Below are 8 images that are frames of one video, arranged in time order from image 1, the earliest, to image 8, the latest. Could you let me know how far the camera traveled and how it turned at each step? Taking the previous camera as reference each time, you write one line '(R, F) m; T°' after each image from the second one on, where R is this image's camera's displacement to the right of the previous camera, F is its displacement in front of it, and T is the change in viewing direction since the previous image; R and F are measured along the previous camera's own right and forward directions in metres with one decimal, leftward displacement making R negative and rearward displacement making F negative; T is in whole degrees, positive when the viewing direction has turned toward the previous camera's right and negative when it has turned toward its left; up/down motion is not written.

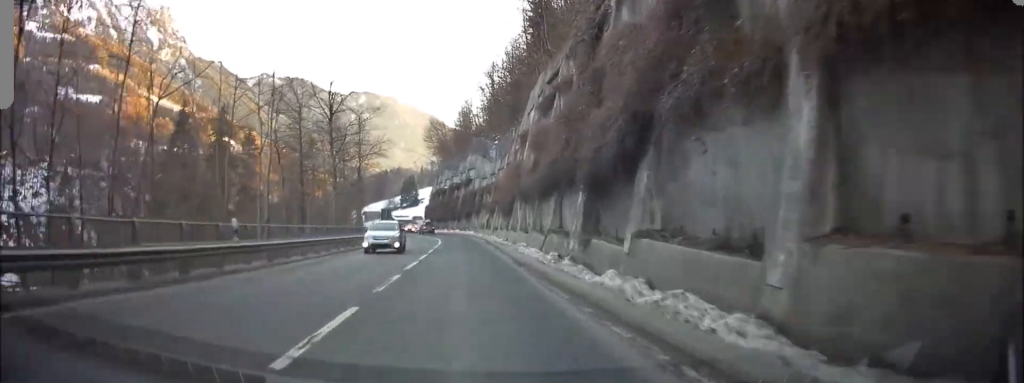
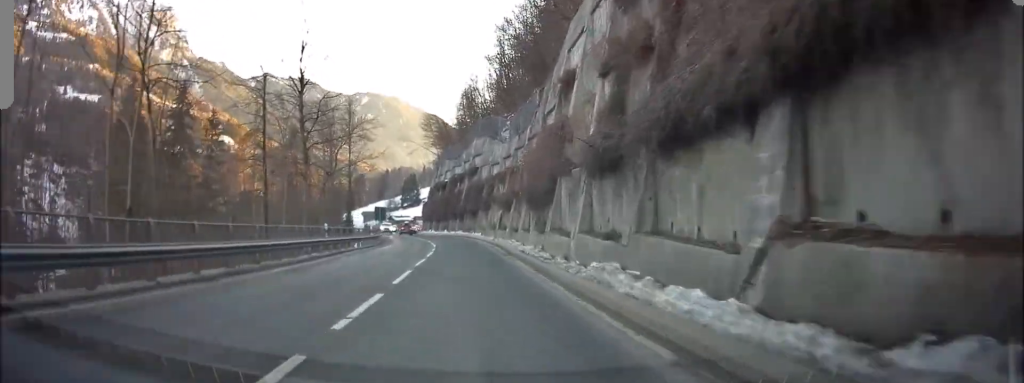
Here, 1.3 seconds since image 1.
(+0.2, +15.6) m; +1°
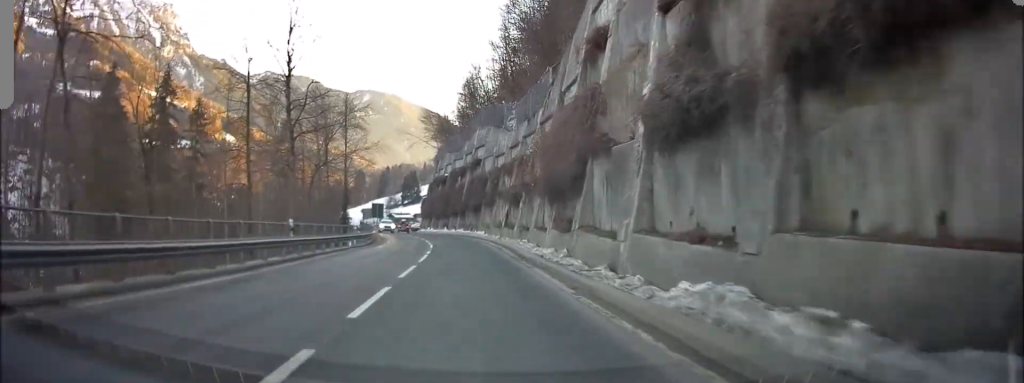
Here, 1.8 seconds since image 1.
(0.0, +5.5) m; 0°
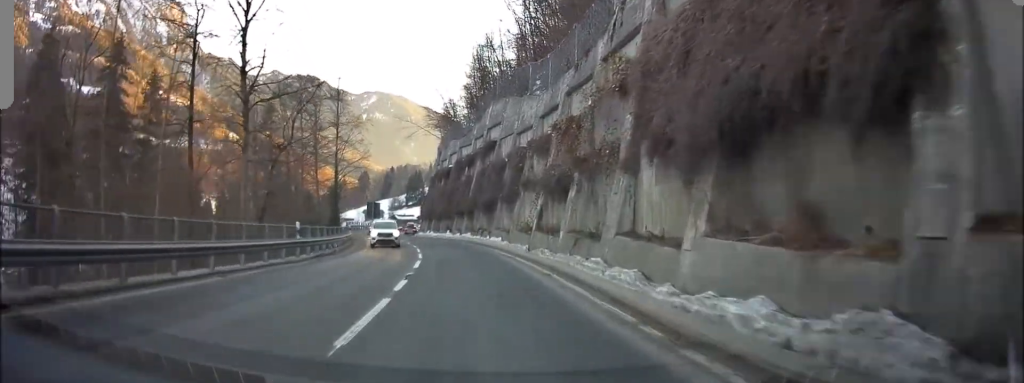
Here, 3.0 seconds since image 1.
(-0.1, +13.9) m; +4°
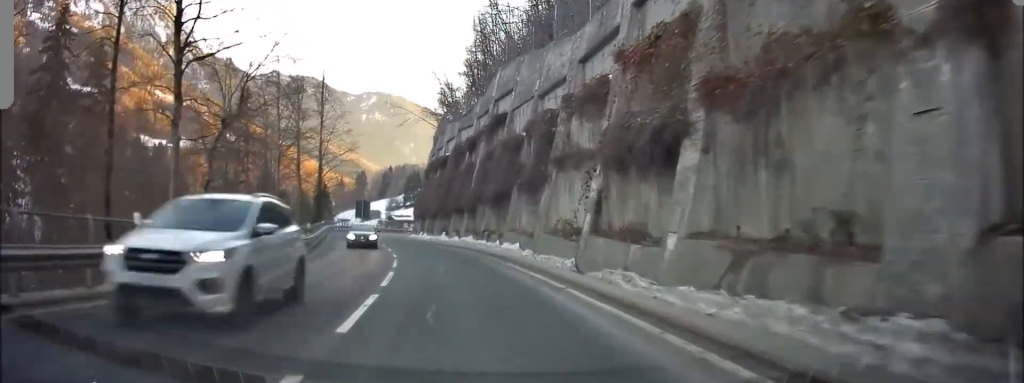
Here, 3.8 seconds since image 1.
(+0.7, +10.5) m; +4°
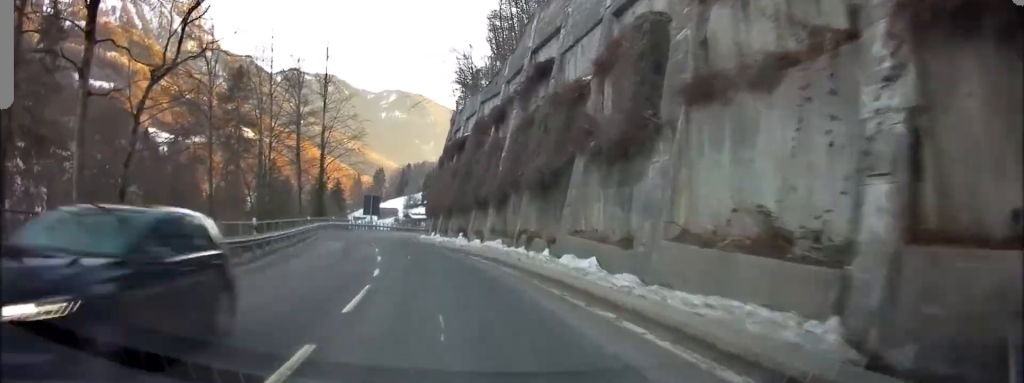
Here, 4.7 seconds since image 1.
(+0.3, +10.6) m; -1°
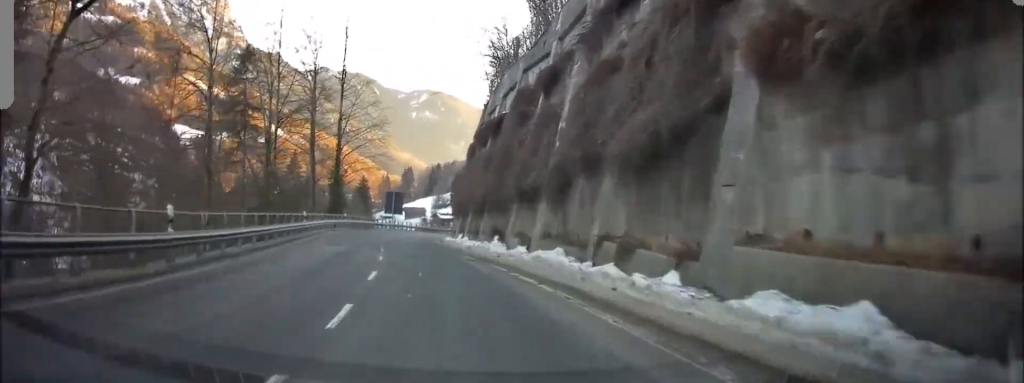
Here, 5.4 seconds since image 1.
(-0.1, +8.1) m; -3°
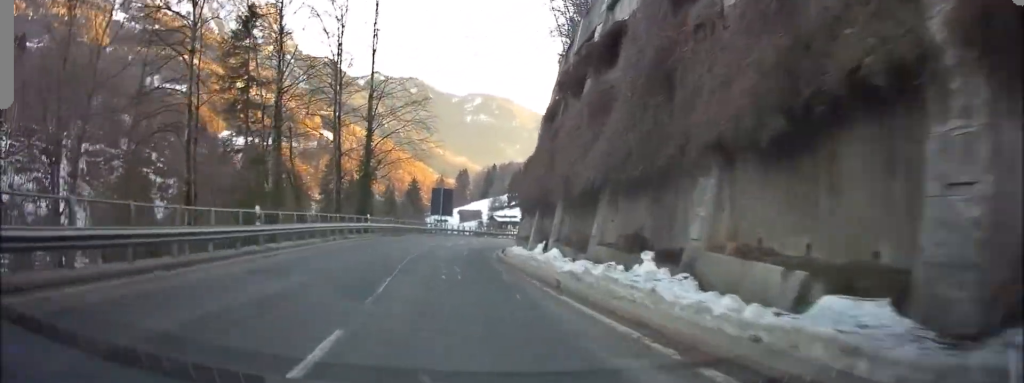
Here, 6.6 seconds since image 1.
(-0.9, +14.5) m; -5°
